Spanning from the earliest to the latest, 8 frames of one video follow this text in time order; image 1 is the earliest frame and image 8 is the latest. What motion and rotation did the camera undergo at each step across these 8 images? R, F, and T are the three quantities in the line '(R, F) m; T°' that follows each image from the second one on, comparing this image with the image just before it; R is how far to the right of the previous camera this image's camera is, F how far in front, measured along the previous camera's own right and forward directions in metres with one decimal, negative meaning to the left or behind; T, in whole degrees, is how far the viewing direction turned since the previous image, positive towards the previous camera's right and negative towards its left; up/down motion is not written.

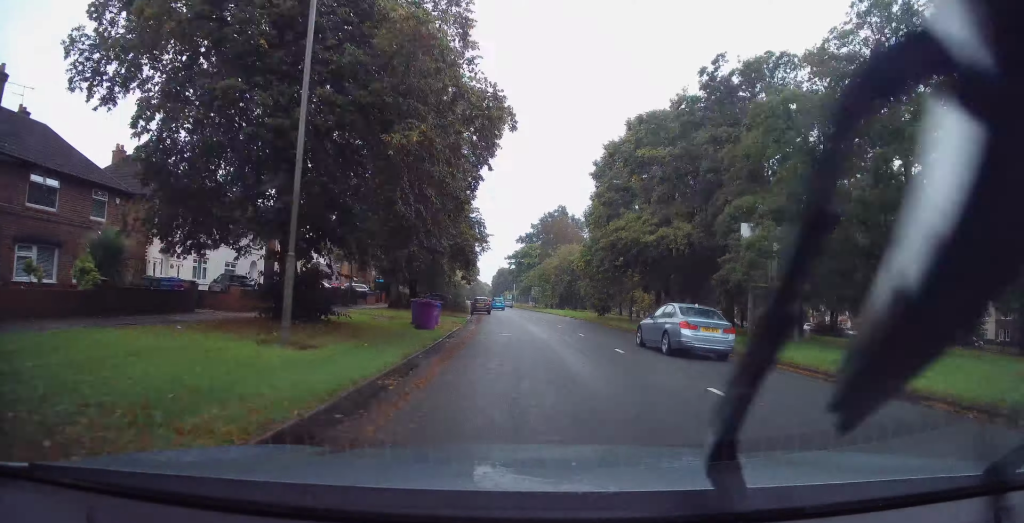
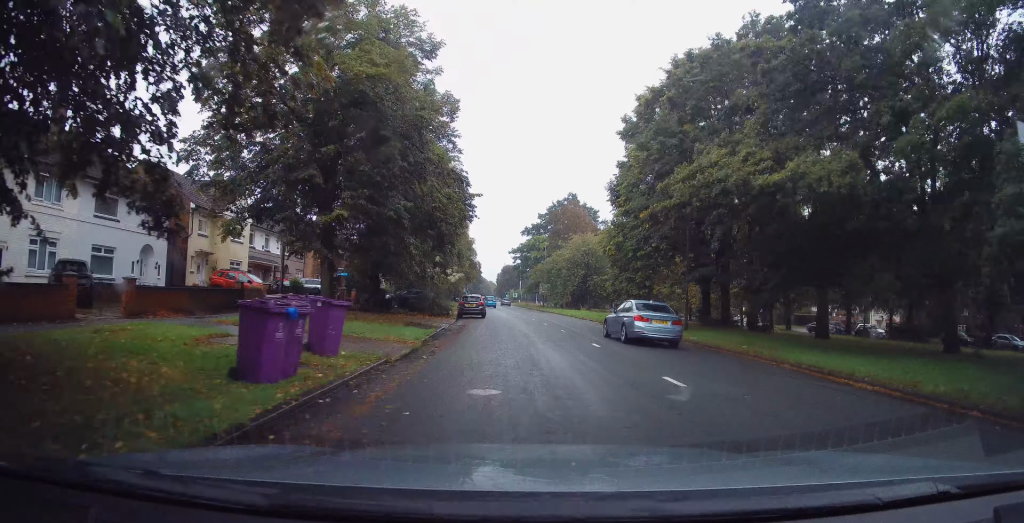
(-0.3, +12.6) m; -3°
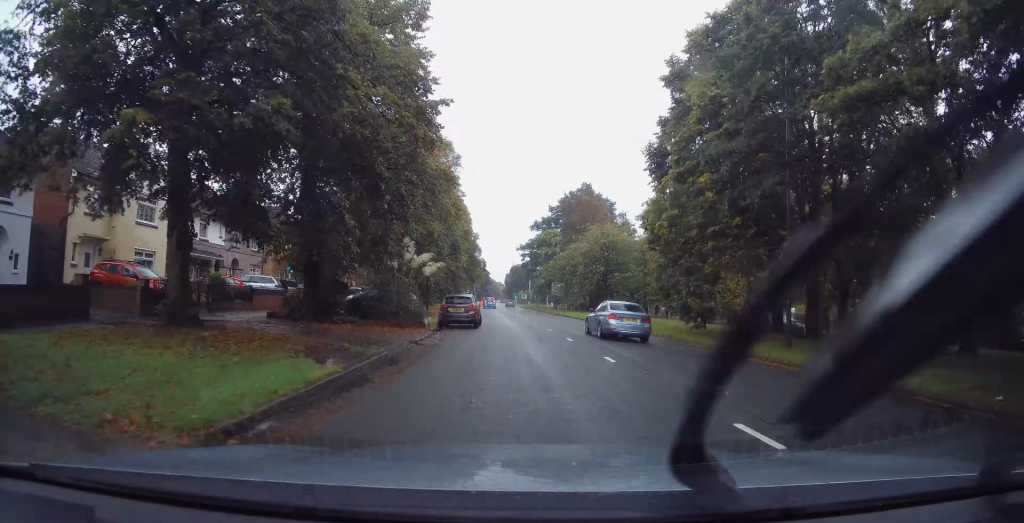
(-0.2, +10.6) m; -2°
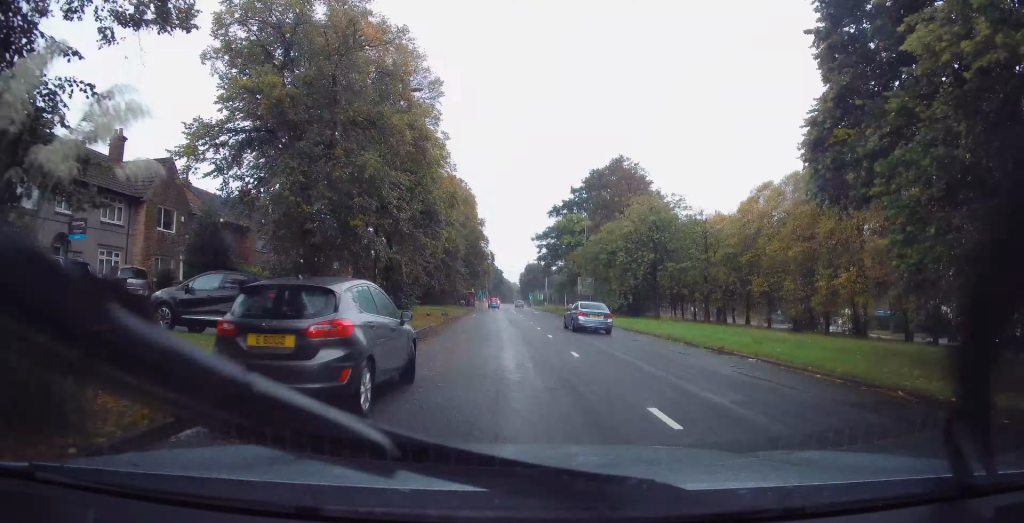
(-0.2, +18.1) m; 0°
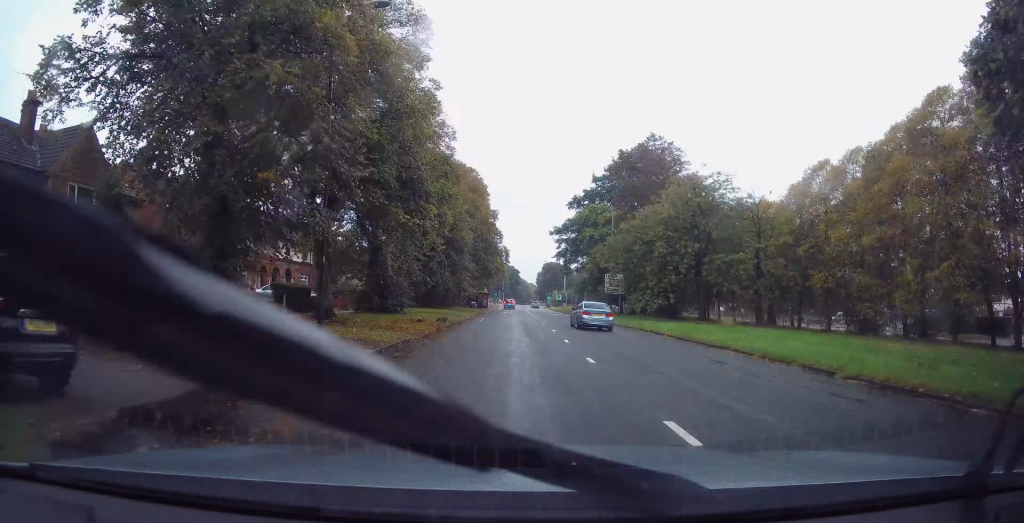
(0.0, +7.9) m; 0°
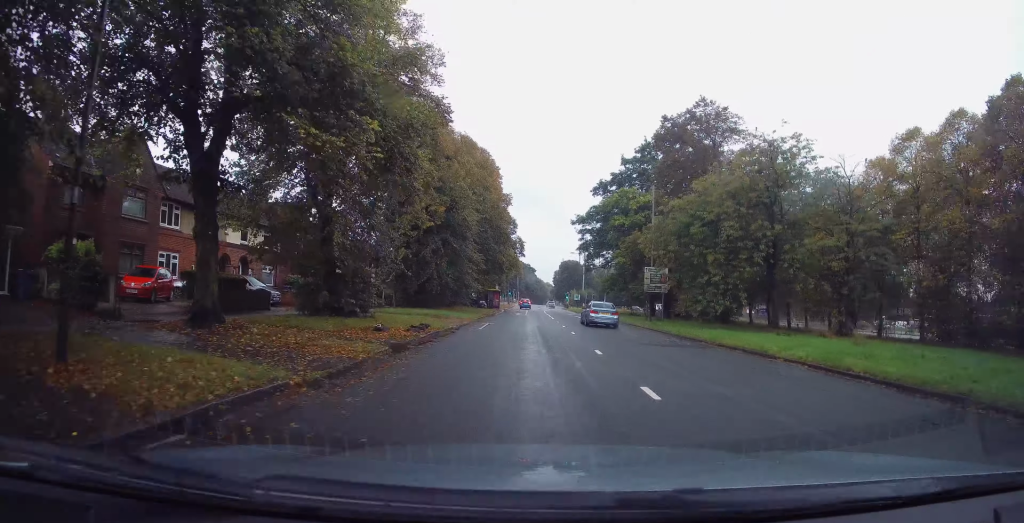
(-0.1, +10.0) m; -1°
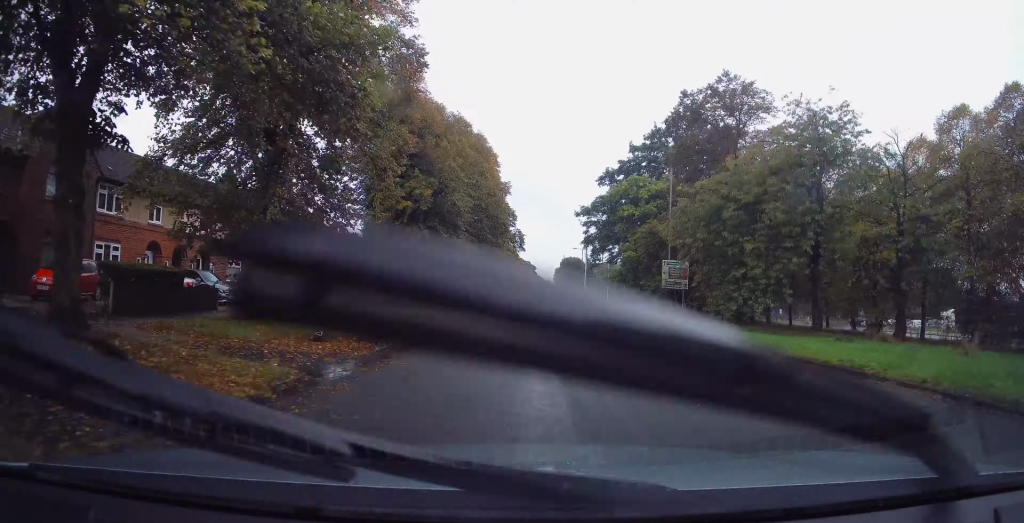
(0.0, +4.9) m; -1°
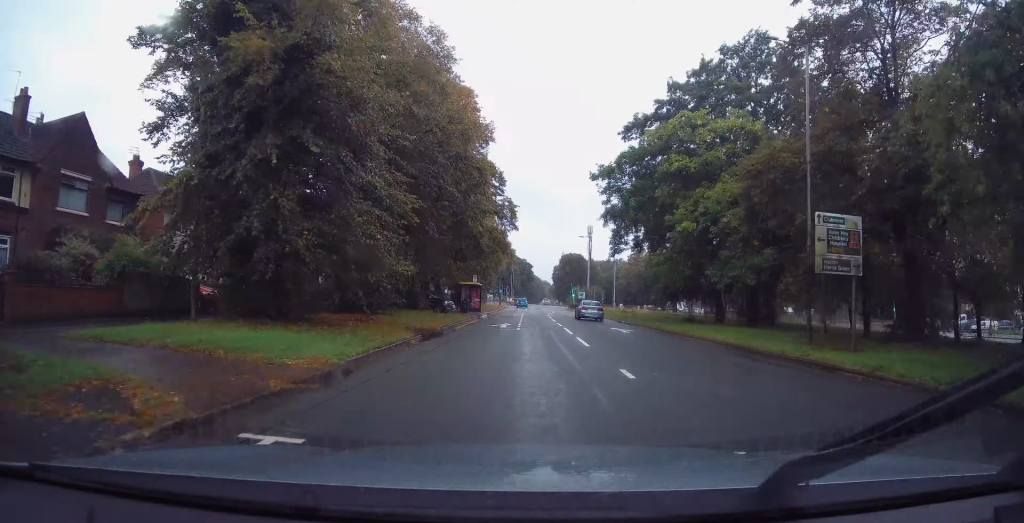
(-0.1, +19.6) m; +1°
